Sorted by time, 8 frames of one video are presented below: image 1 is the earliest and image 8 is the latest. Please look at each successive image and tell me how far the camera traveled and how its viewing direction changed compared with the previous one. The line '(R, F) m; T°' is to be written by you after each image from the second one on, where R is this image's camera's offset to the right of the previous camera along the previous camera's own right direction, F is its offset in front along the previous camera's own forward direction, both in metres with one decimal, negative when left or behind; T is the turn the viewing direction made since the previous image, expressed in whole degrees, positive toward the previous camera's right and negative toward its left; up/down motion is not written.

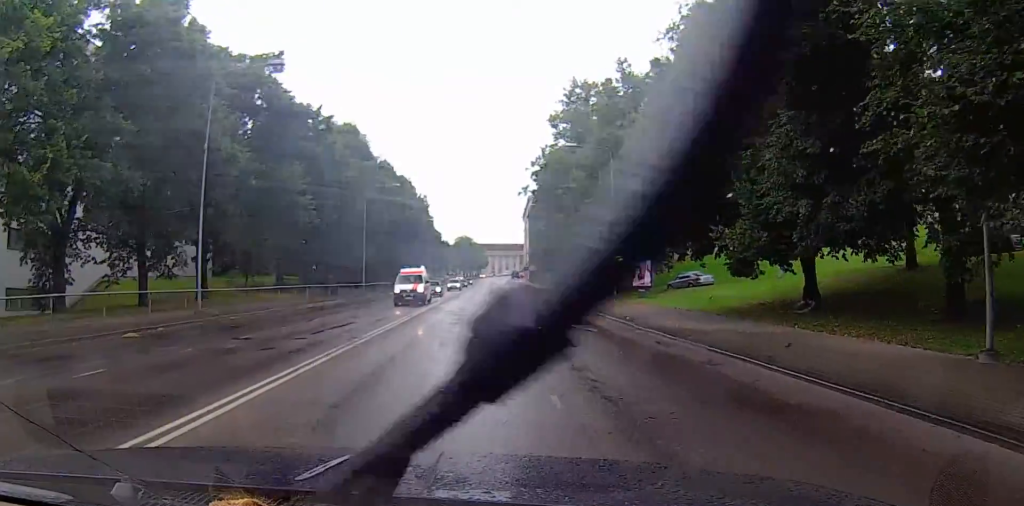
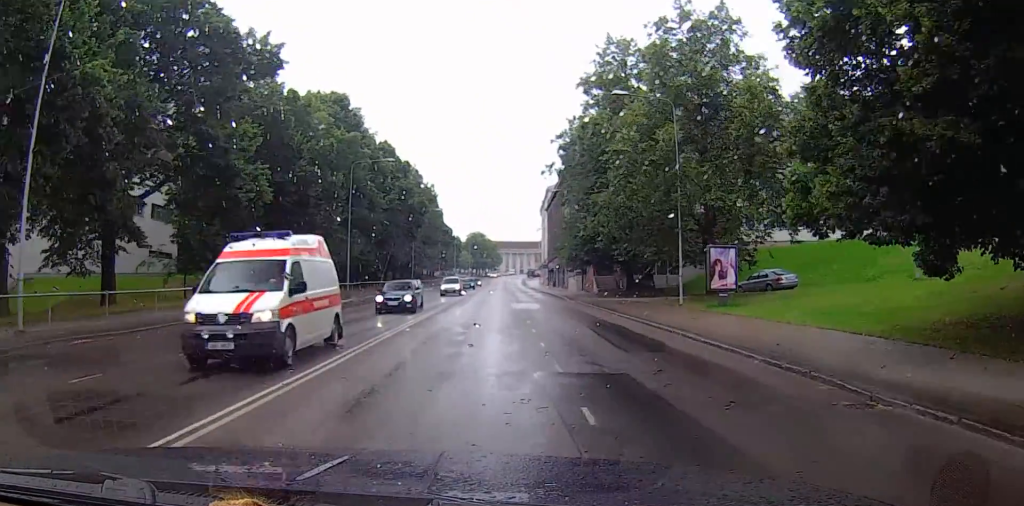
(+0.3, +15.2) m; +3°
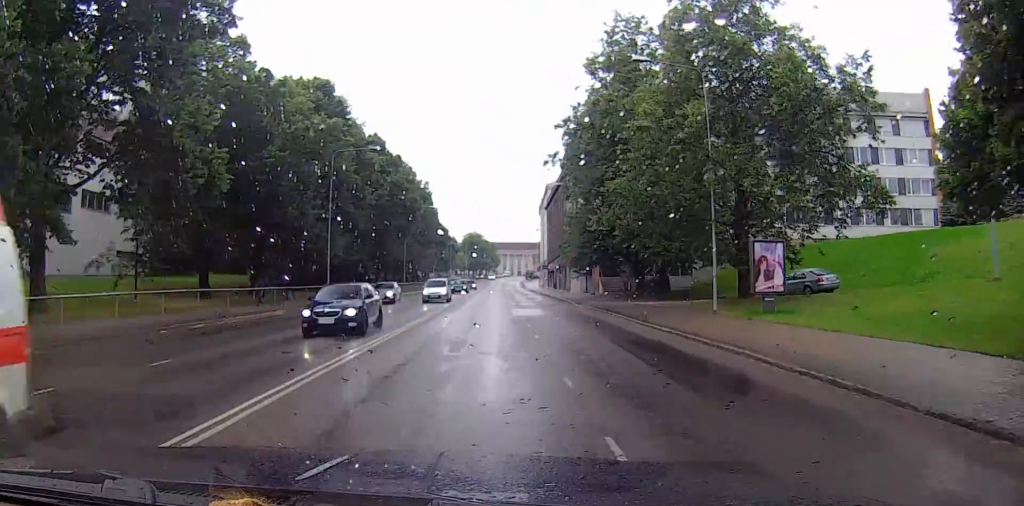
(+0.1, +5.9) m; +1°
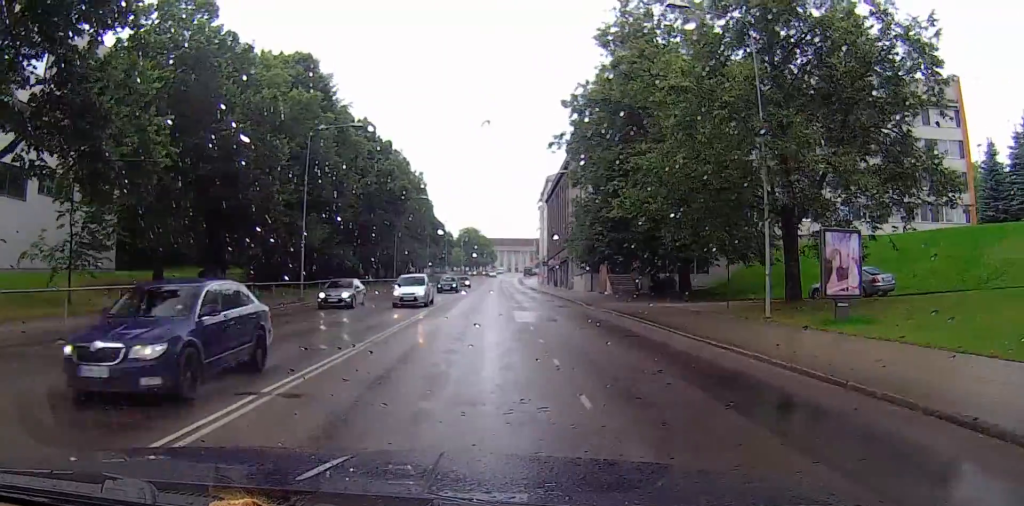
(+0.1, +5.9) m; -1°
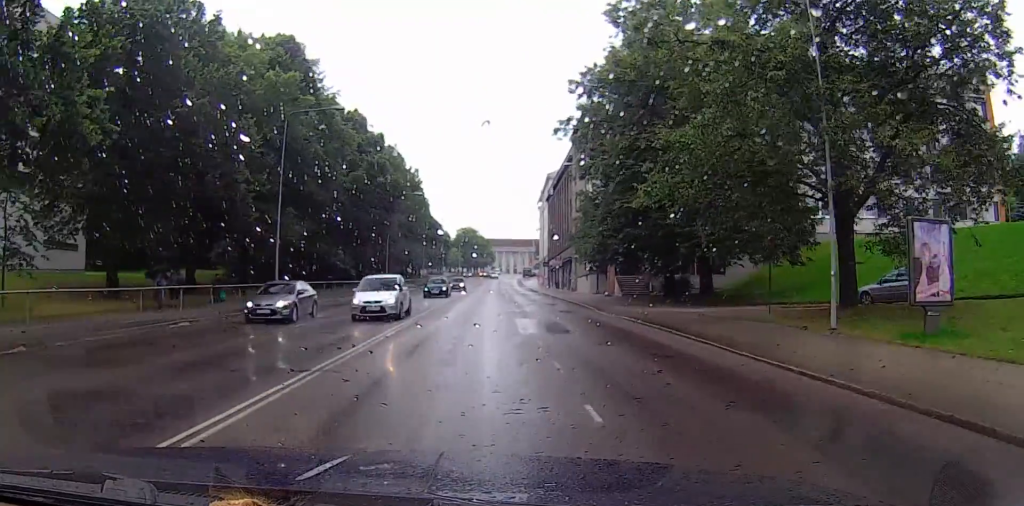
(0.0, +4.6) m; 0°
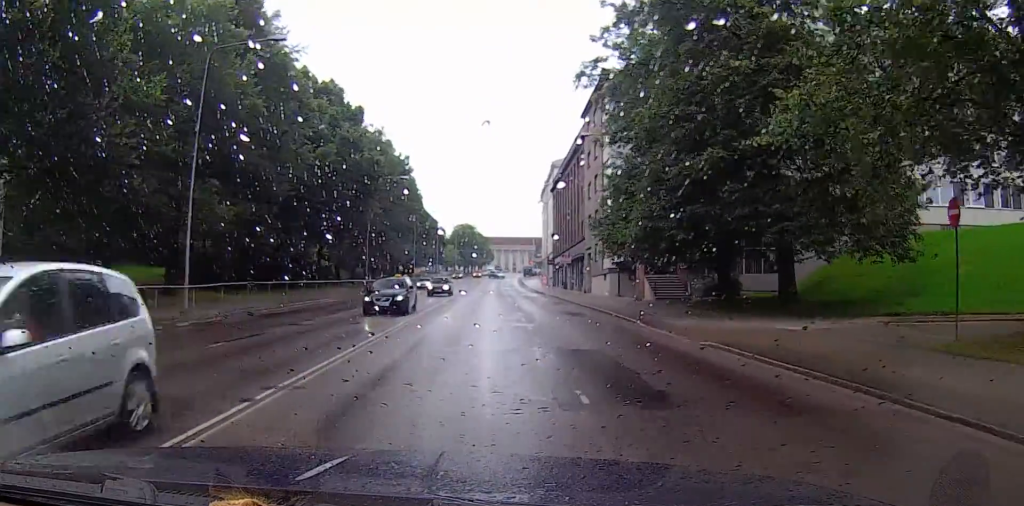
(-0.2, +10.5) m; +1°
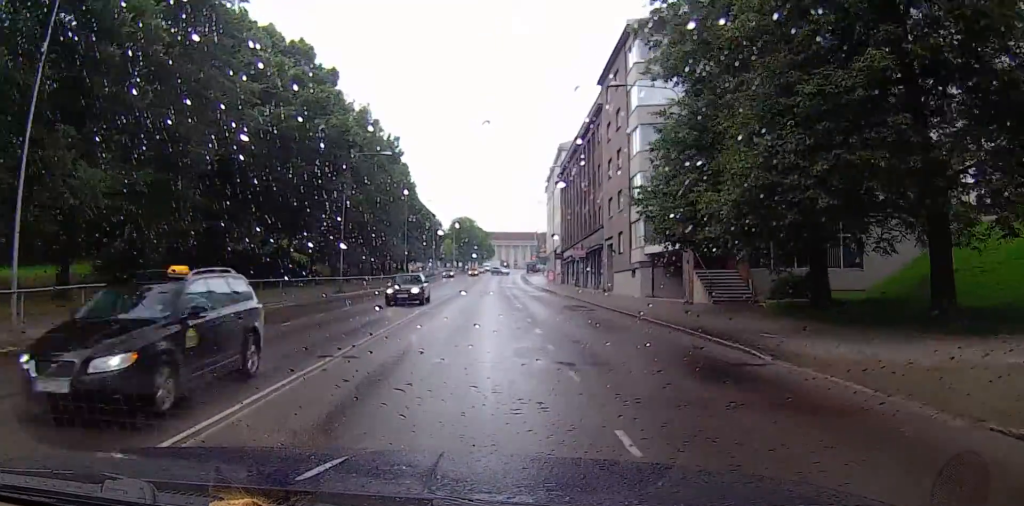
(+0.3, +10.1) m; +2°
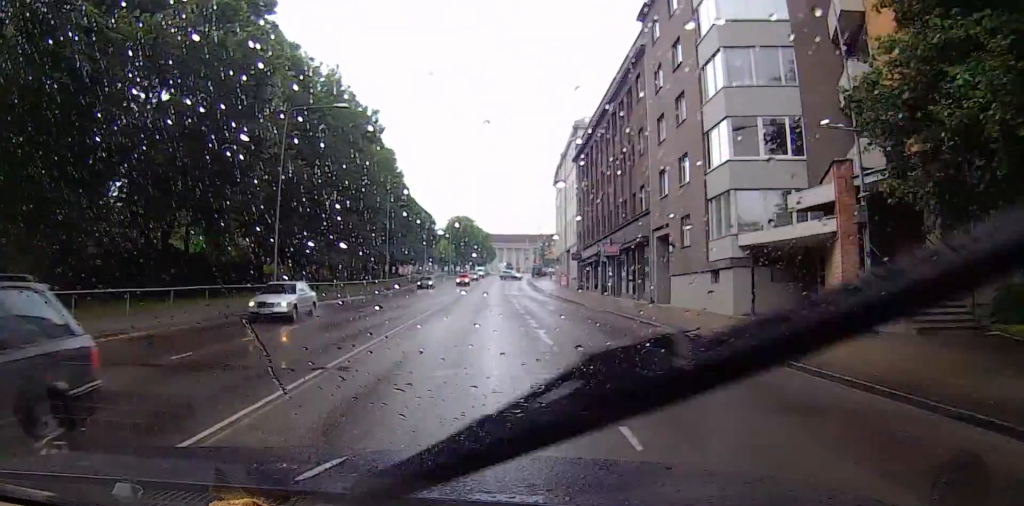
(0.0, +15.2) m; -2°
